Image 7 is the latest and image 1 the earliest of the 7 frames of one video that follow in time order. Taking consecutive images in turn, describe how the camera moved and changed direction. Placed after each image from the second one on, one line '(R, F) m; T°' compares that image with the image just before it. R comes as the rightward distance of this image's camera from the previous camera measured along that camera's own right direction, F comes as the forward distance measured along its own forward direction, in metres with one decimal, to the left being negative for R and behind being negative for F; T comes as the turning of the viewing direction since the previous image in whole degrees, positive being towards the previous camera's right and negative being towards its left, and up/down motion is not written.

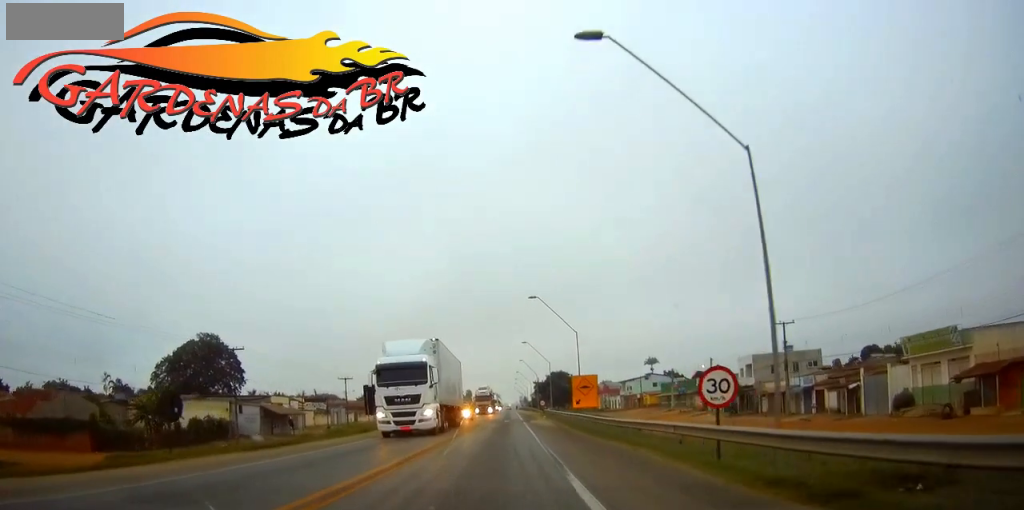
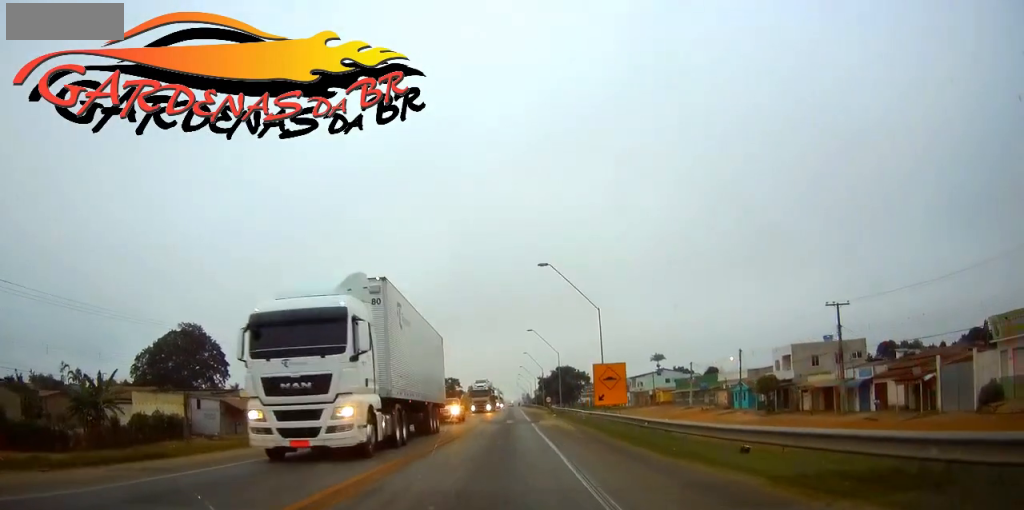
(-0.1, +11.1) m; 0°
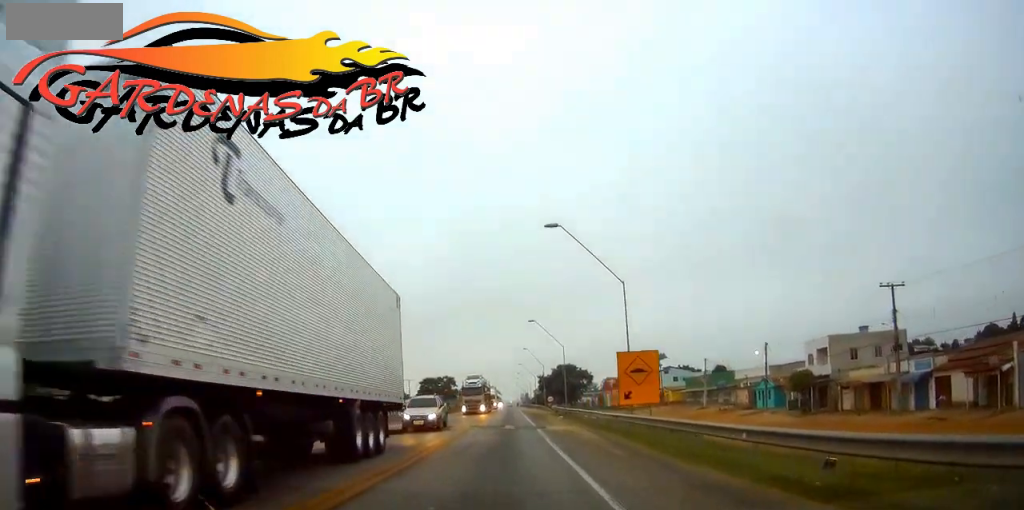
(+0.1, +9.0) m; 0°
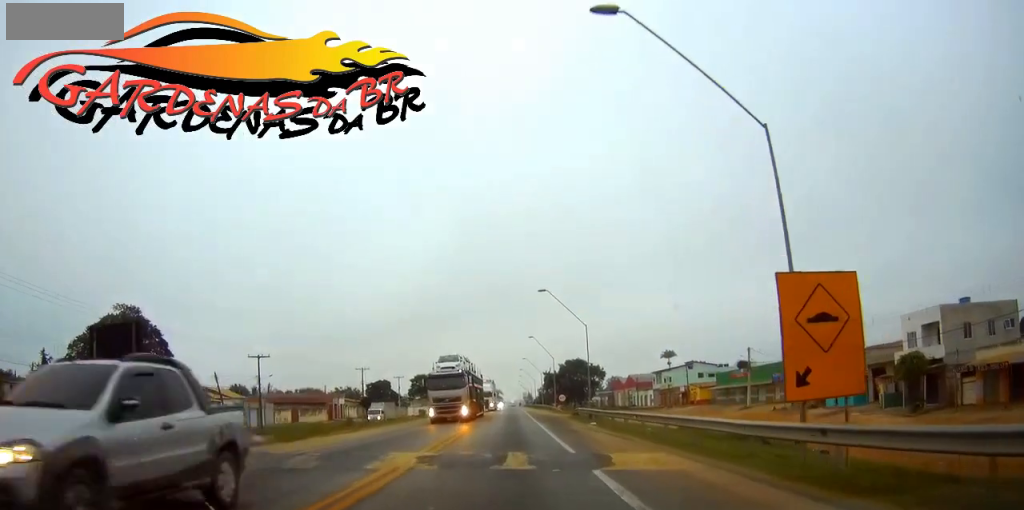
(-0.1, +16.8) m; +1°
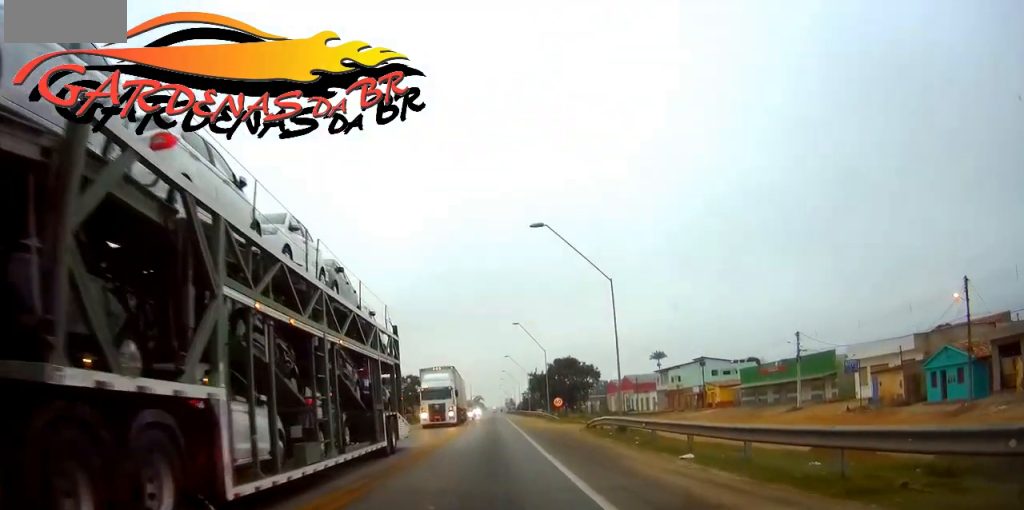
(+0.4, +20.7) m; 0°
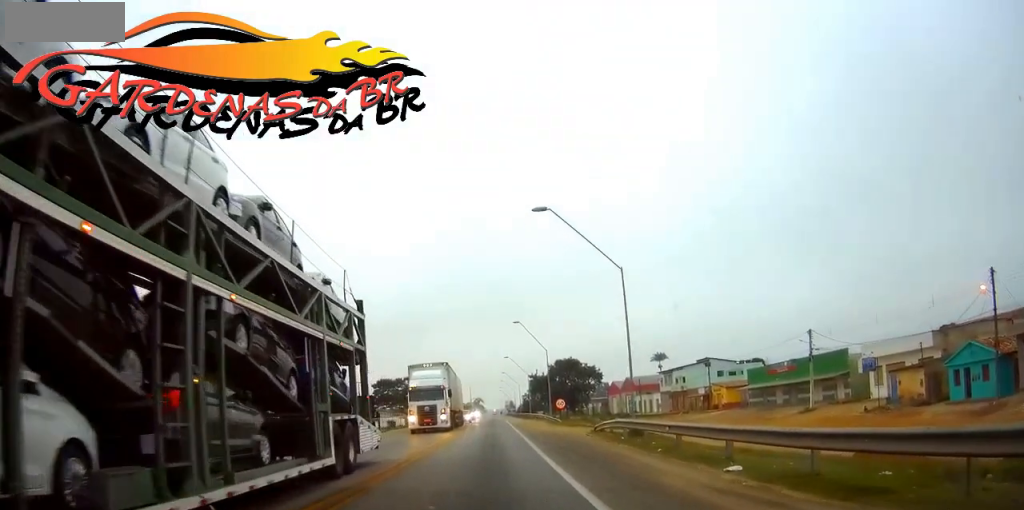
(+0.1, +3.1) m; 0°
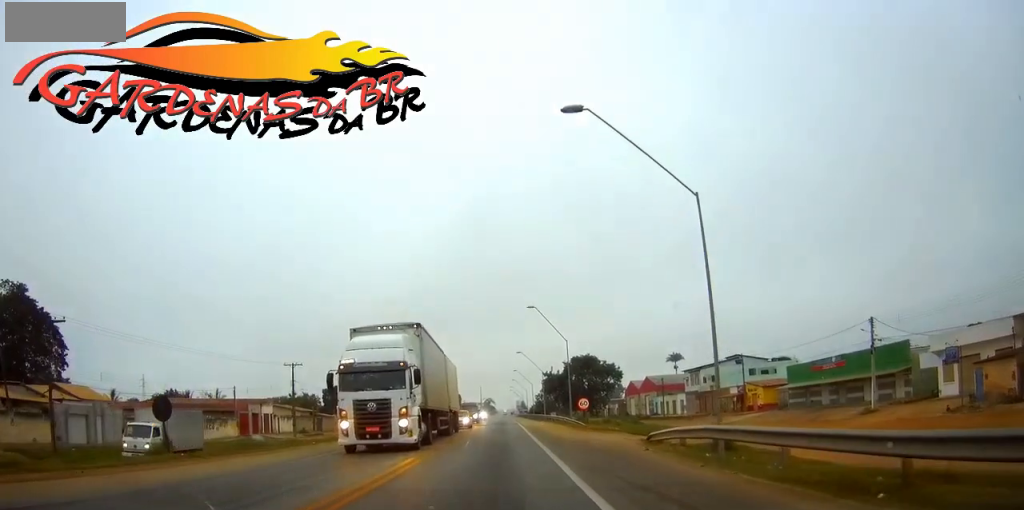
(-0.2, +11.1) m; -1°
